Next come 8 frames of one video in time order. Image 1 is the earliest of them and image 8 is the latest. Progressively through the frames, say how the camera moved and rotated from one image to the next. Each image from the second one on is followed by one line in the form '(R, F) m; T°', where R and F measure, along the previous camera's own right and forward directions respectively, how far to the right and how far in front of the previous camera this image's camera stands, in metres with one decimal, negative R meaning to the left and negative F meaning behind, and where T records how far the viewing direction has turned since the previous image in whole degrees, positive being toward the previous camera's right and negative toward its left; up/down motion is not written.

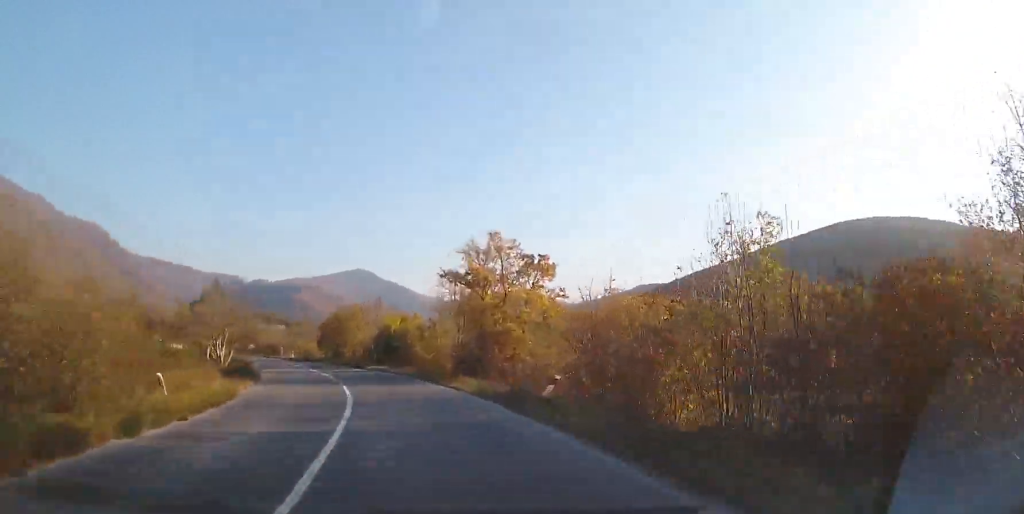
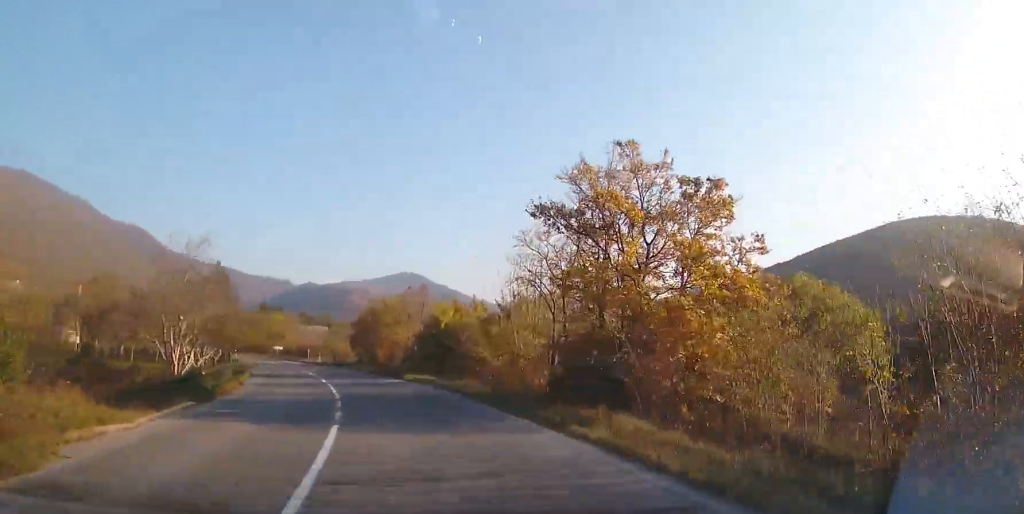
(-0.3, +13.6) m; -3°
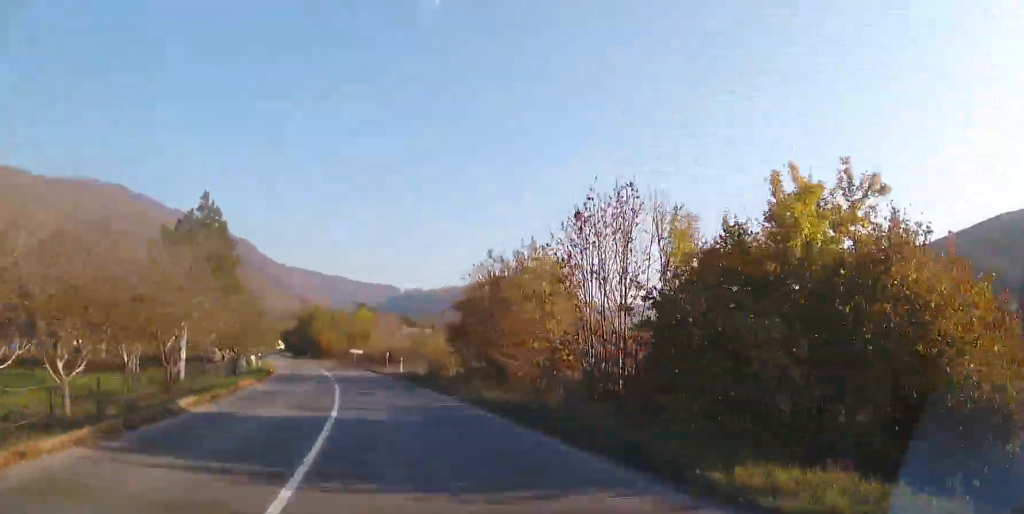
(-1.9, +24.0) m; -10°
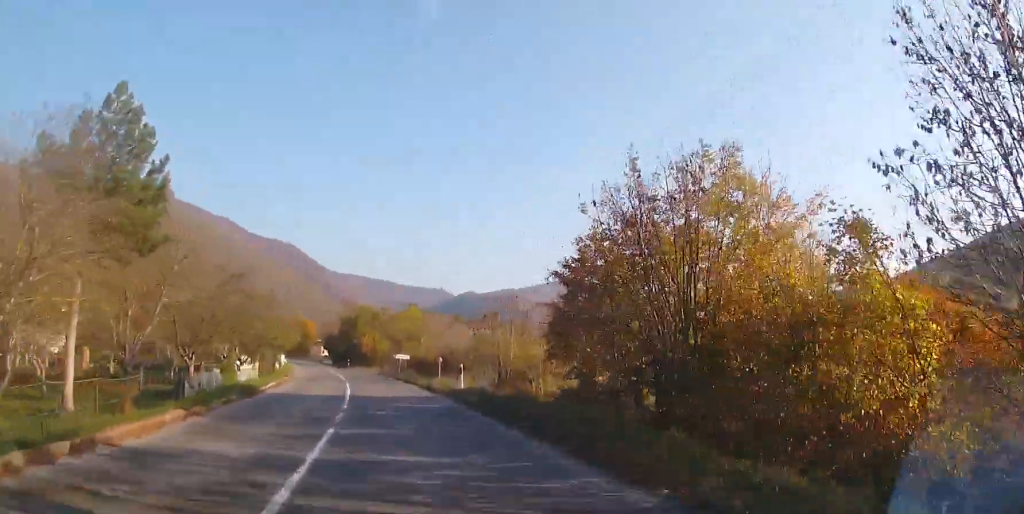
(-0.7, +13.1) m; -6°
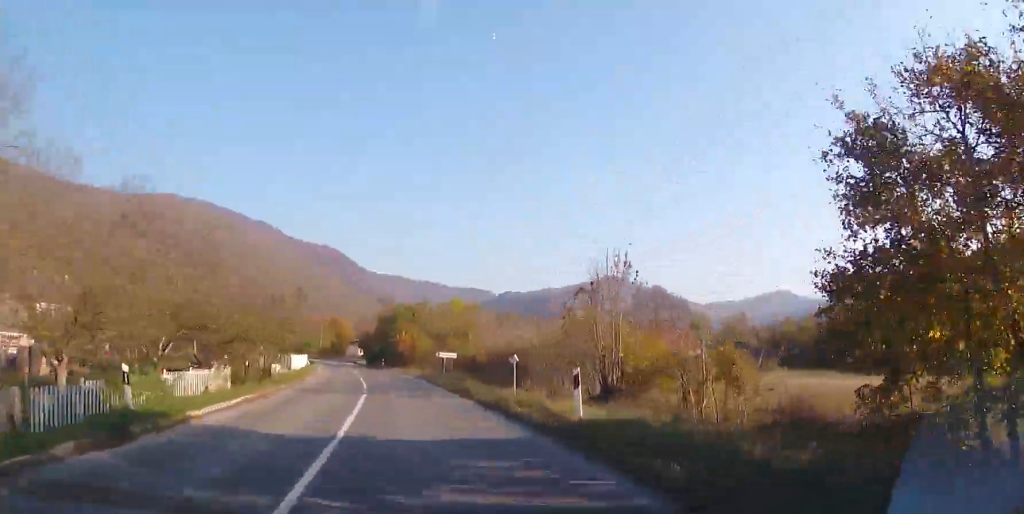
(-0.7, +11.9) m; -3°
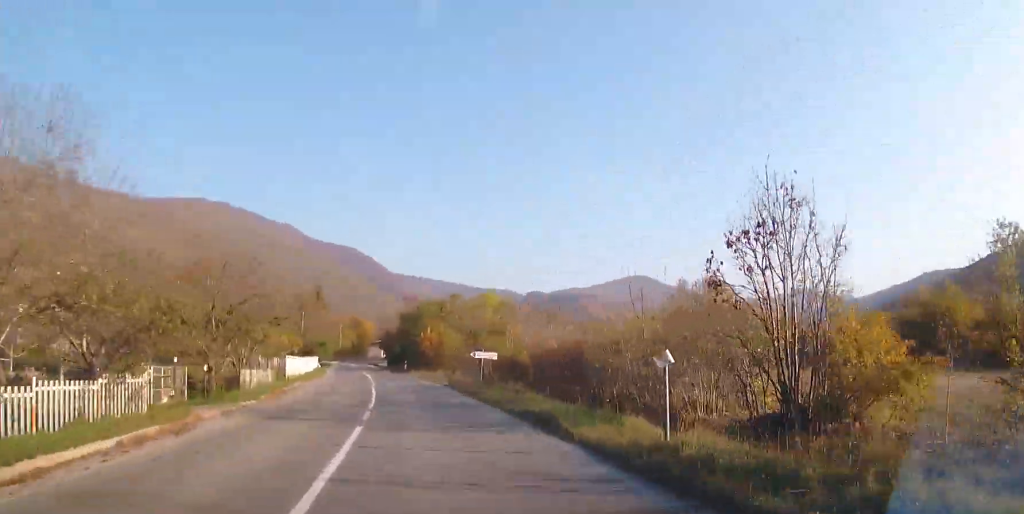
(-0.1, +9.2) m; -2°
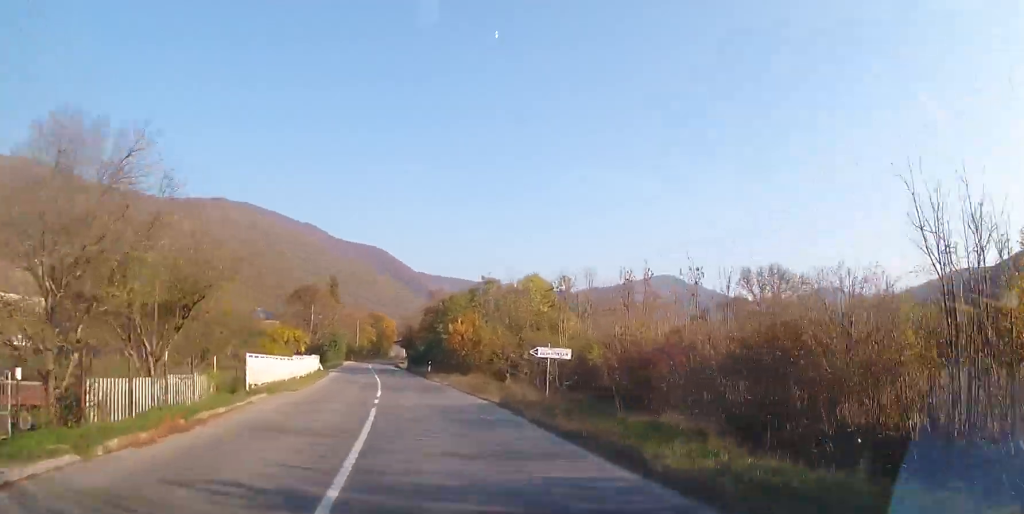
(+0.1, +11.5) m; -3°
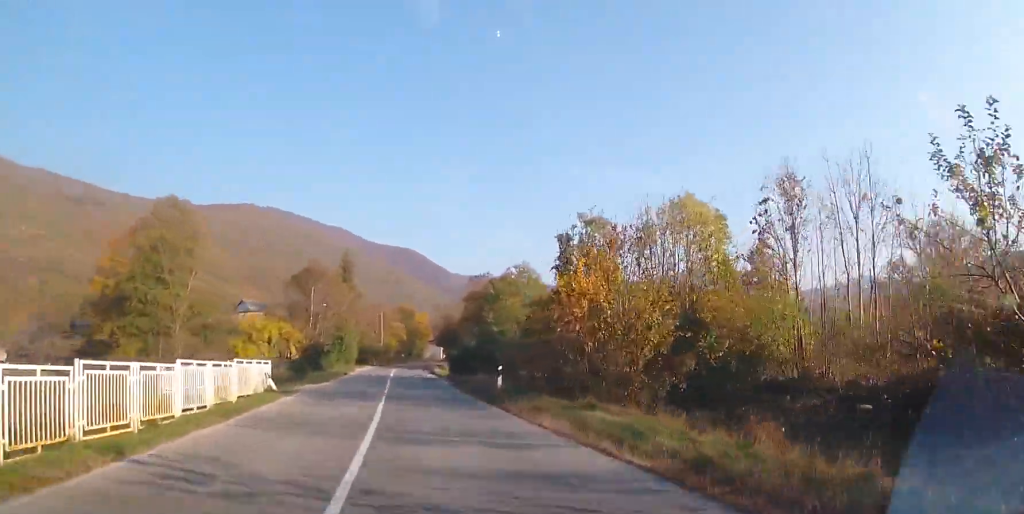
(-1.5, +23.9) m; -4°
